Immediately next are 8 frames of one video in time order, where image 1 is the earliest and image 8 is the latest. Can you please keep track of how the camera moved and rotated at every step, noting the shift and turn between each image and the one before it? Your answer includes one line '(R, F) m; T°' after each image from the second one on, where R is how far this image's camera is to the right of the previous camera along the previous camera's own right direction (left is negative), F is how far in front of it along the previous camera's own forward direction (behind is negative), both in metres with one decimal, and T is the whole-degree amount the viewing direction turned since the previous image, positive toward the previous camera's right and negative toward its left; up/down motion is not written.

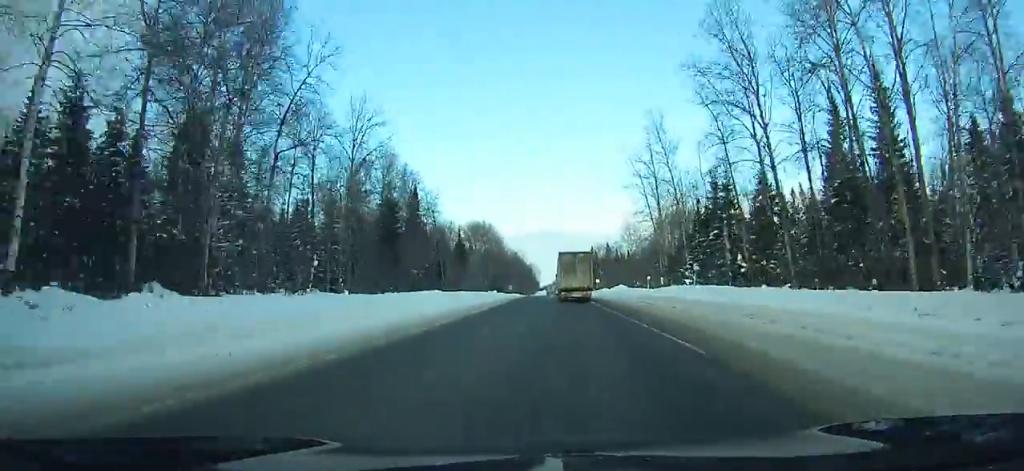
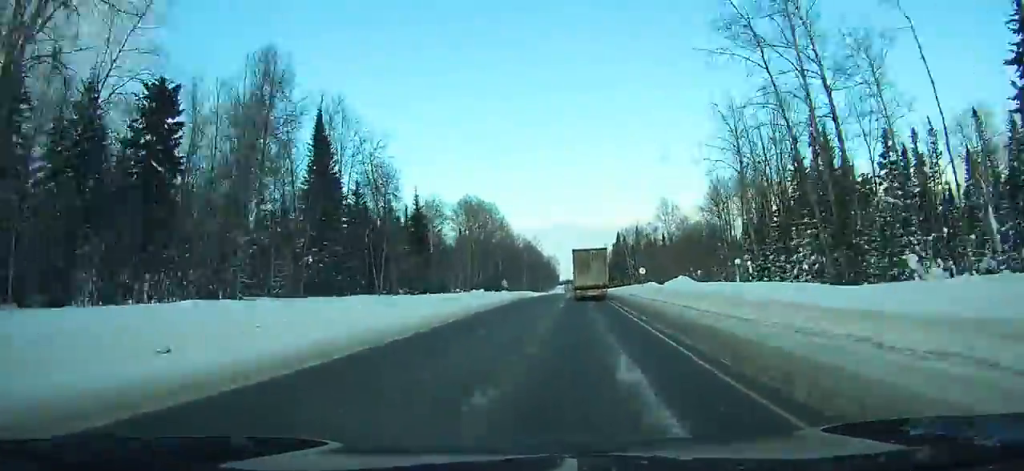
(-2.7, +47.7) m; -4°
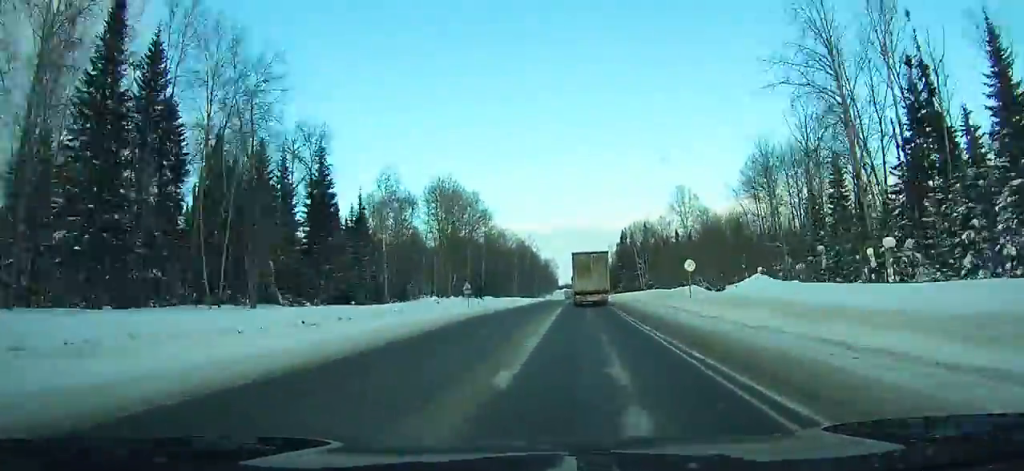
(-0.5, +28.2) m; -1°
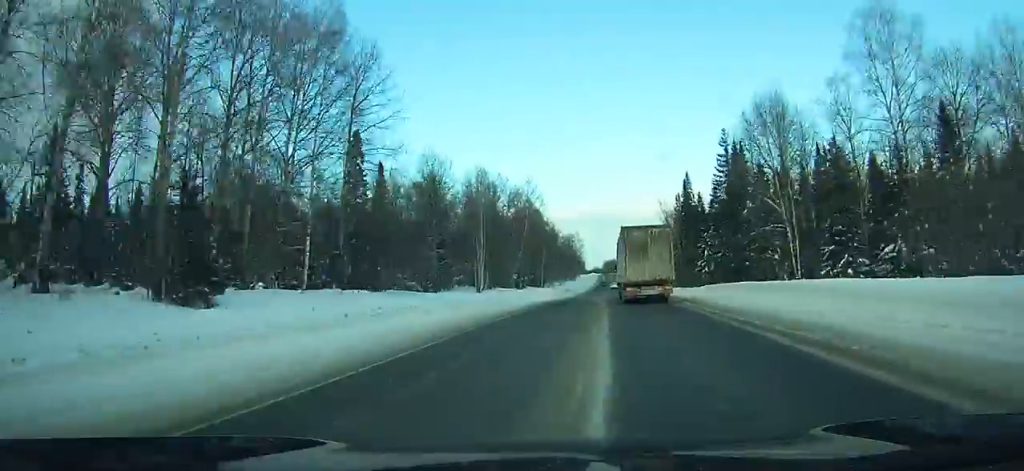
(-0.9, +94.0) m; 0°
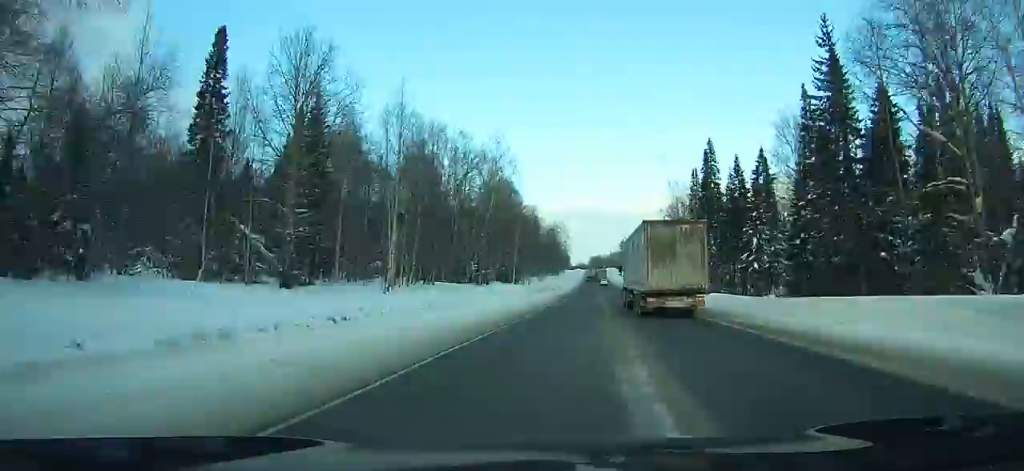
(+0.1, +34.2) m; 0°
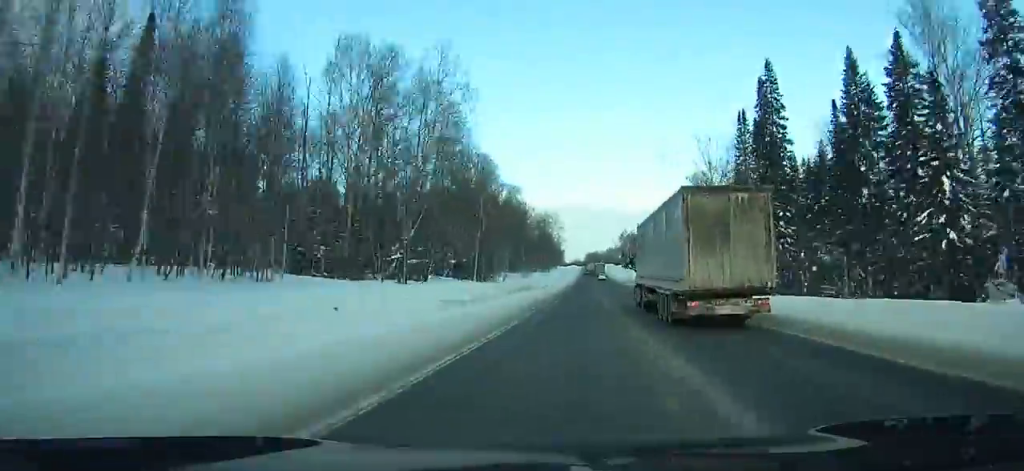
(-0.2, +34.3) m; 0°
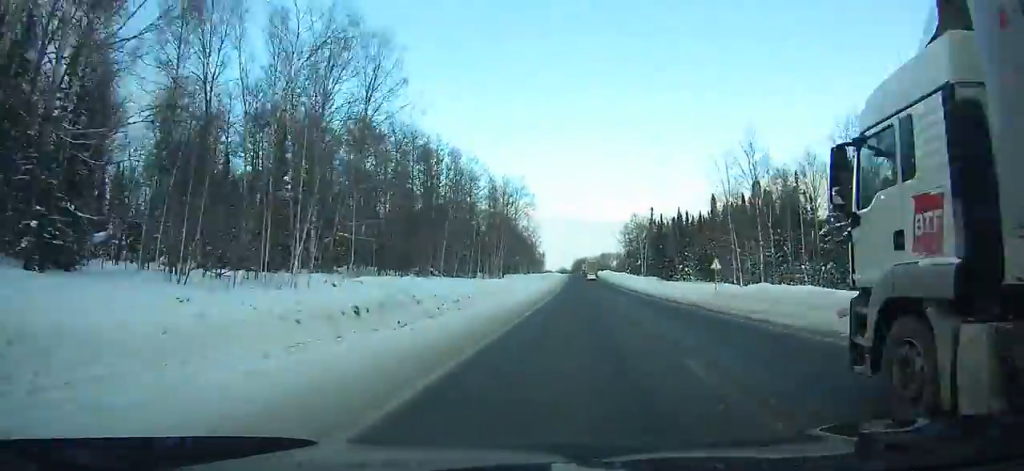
(+1.5, +96.5) m; +2°
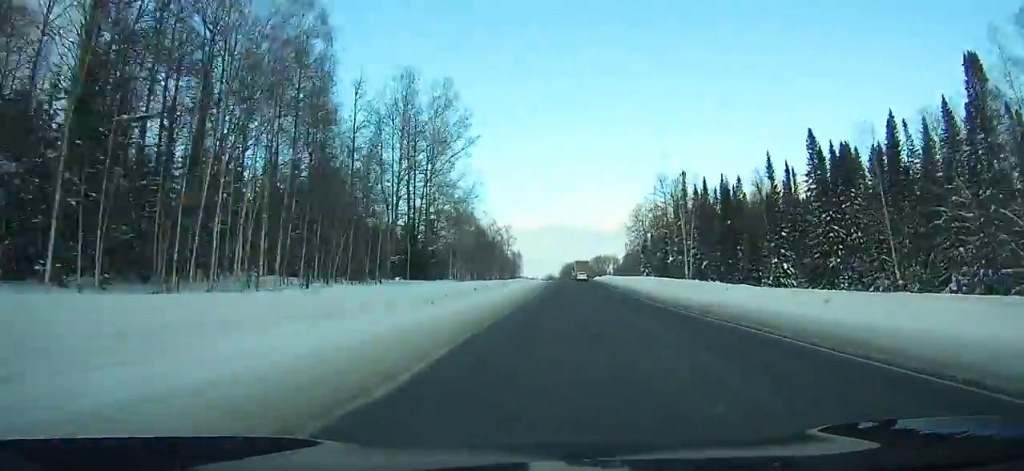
(+0.7, +73.8) m; +1°
